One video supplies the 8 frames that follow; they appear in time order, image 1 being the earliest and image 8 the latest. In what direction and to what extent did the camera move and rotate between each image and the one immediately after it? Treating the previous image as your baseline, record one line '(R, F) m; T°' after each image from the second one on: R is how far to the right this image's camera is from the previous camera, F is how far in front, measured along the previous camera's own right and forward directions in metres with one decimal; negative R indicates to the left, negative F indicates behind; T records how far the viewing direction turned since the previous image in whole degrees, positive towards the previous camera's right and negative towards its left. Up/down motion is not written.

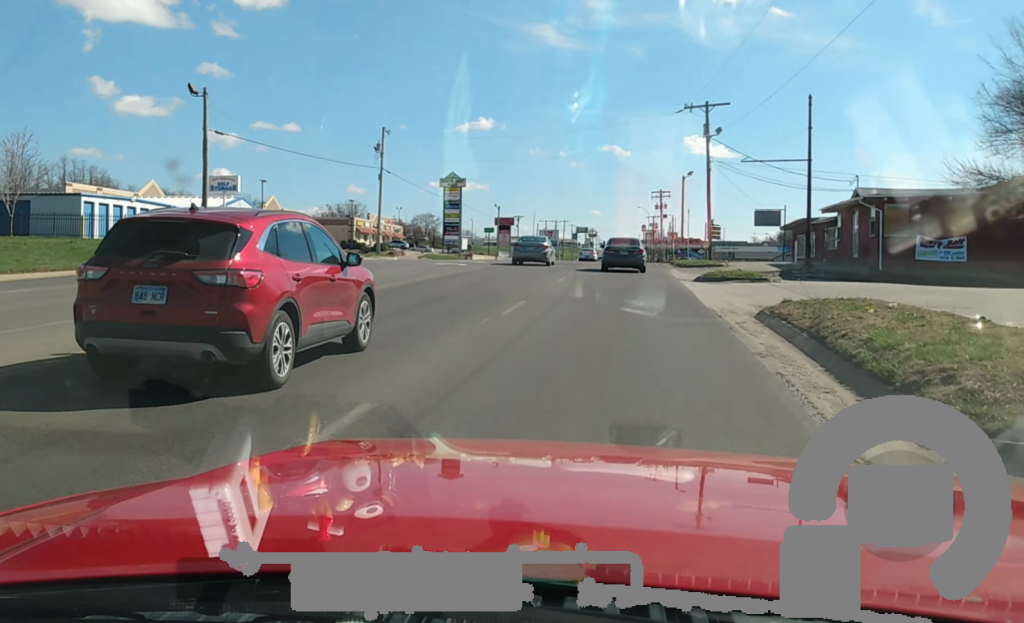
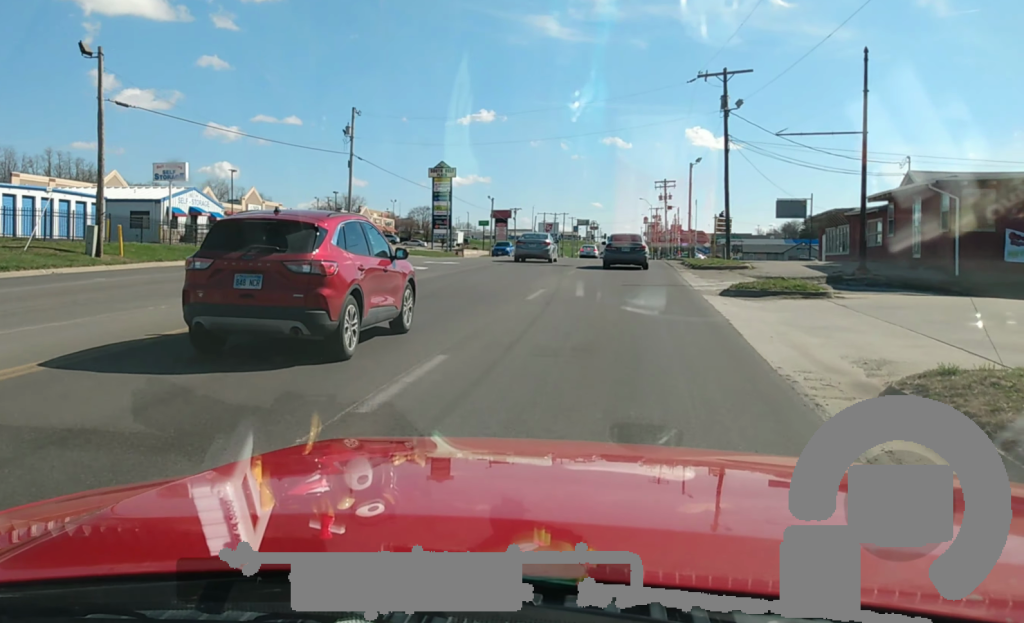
(0.0, +9.0) m; 0°
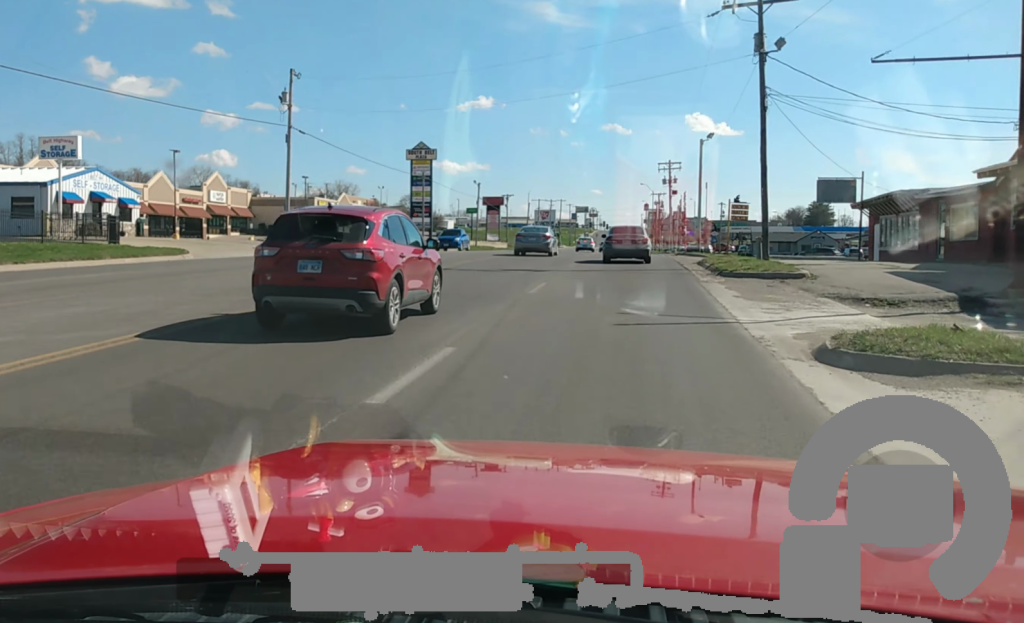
(0.0, +12.1) m; 0°
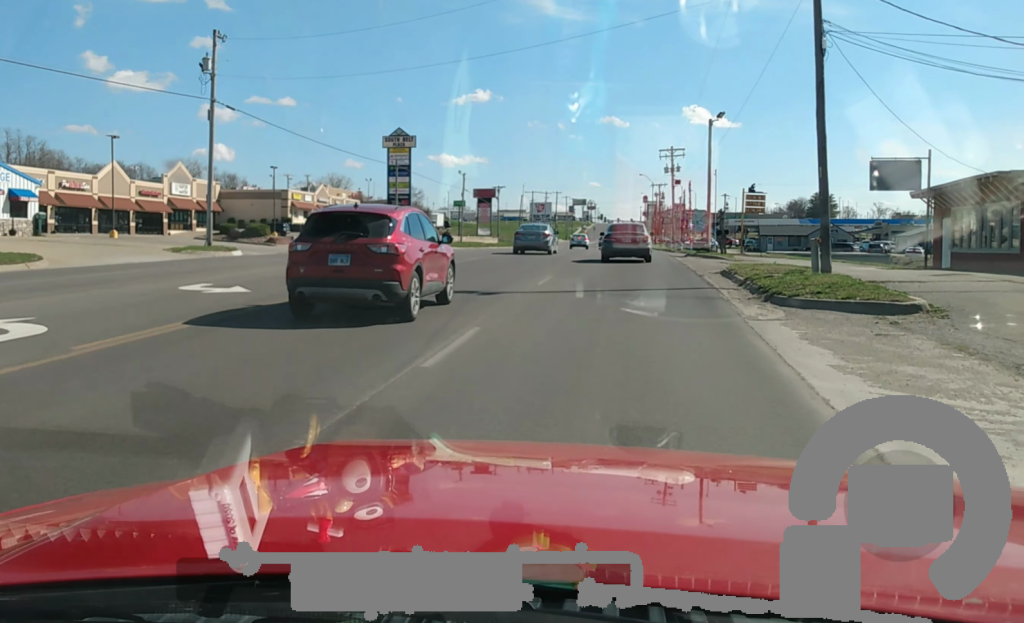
(+0.1, +9.7) m; 0°
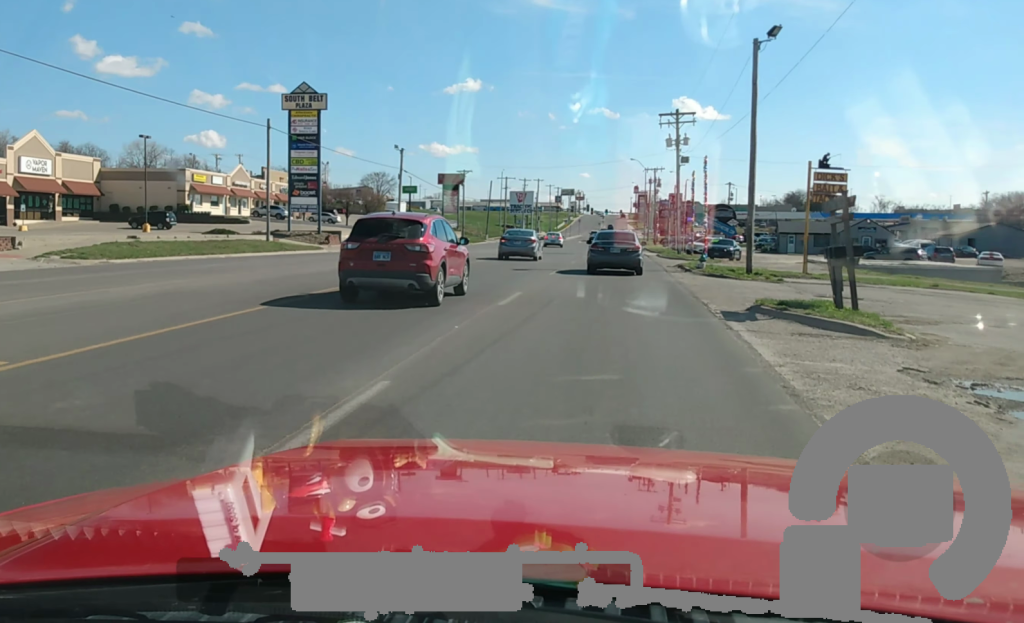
(0.0, +27.7) m; 0°
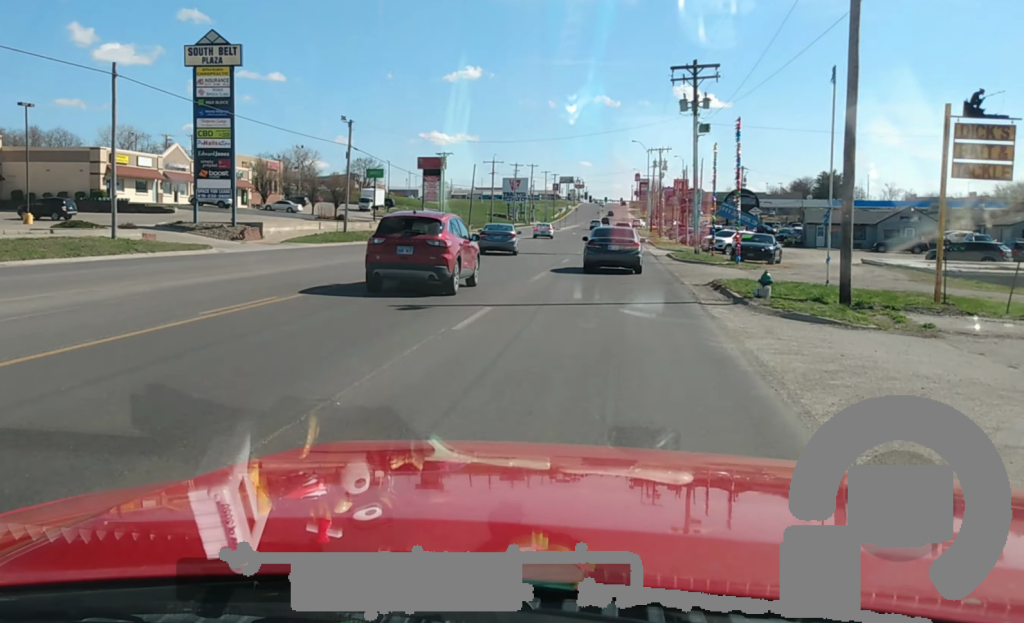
(0.0, +16.5) m; -1°
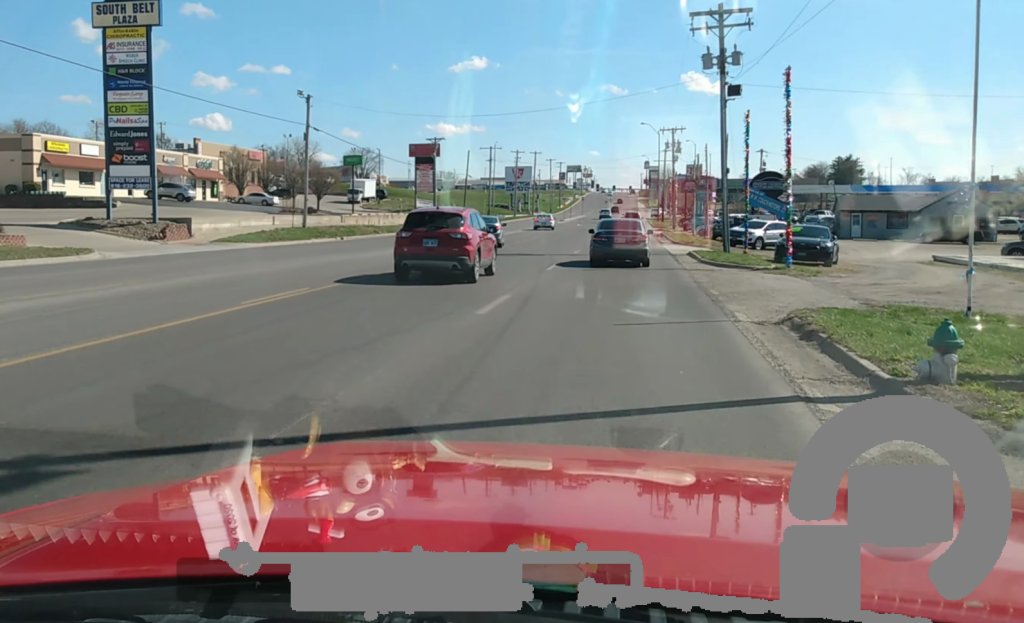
(-0.1, +11.0) m; 0°
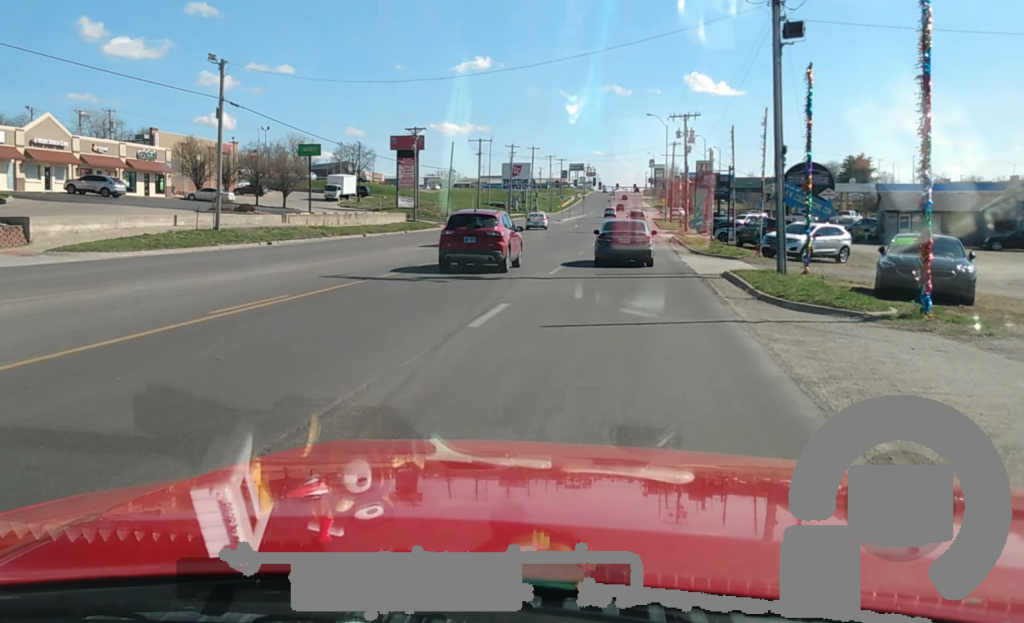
(+0.1, +14.1) m; +1°
